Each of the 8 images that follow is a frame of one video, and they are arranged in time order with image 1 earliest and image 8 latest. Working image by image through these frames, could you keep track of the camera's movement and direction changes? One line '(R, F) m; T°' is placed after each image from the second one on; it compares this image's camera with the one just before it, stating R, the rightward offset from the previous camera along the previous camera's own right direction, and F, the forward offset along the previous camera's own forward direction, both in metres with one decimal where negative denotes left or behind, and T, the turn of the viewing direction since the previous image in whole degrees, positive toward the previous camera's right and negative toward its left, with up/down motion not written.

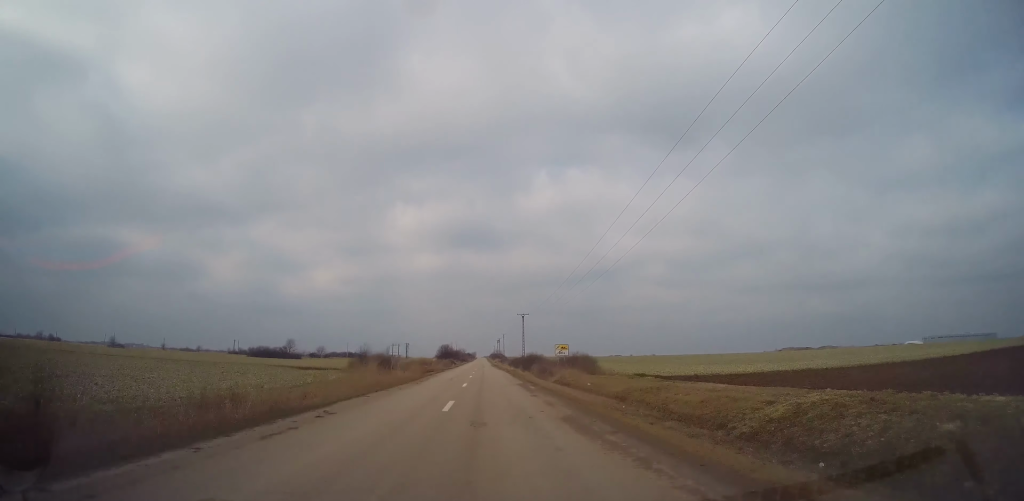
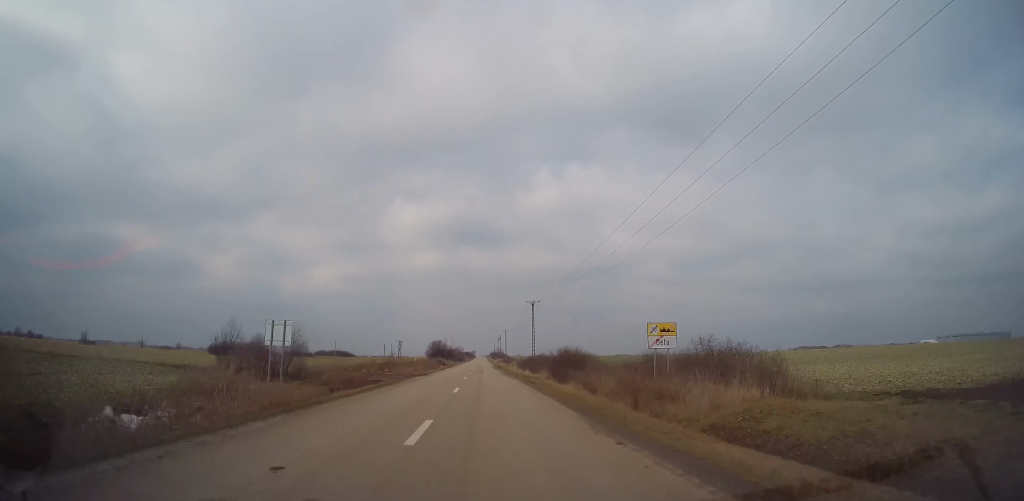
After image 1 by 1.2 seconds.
(-0.7, +28.6) m; -1°
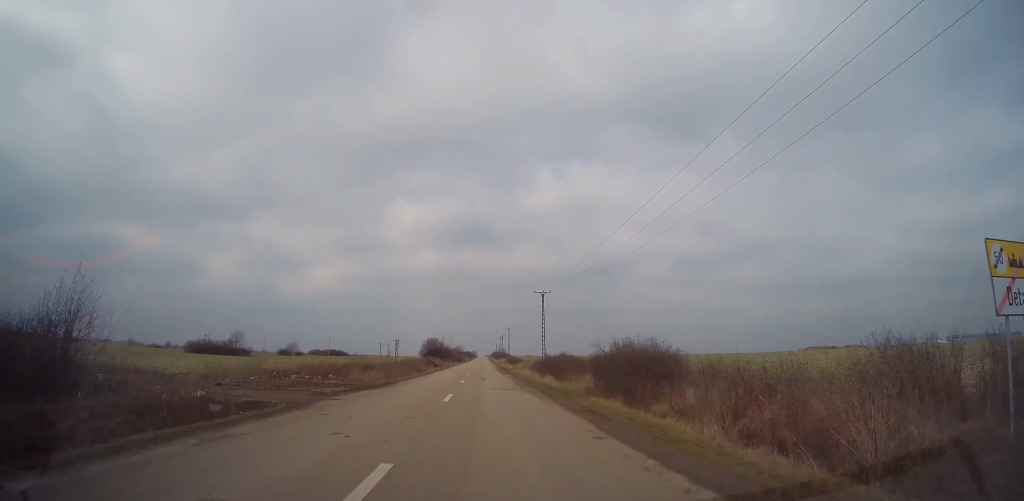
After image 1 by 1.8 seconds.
(-0.1, +16.0) m; 0°
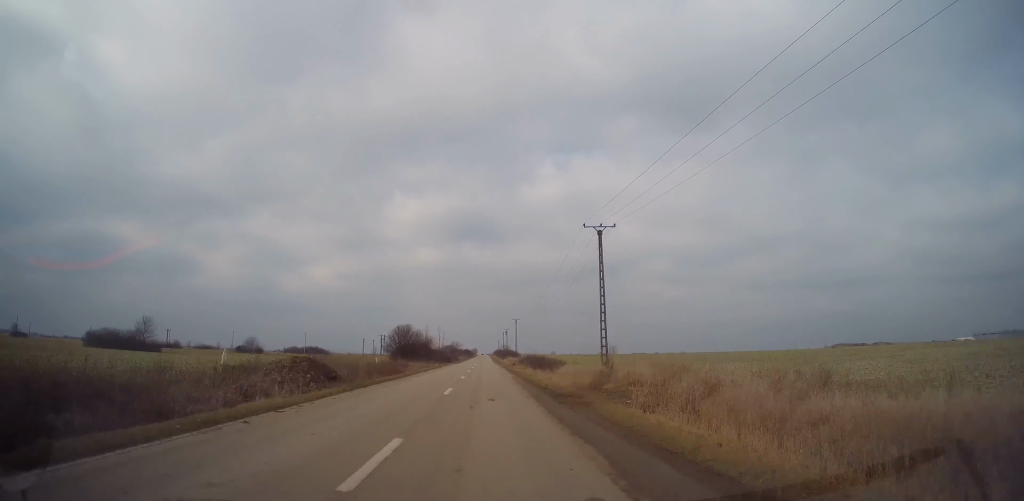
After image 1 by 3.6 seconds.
(+0.2, +45.7) m; 0°
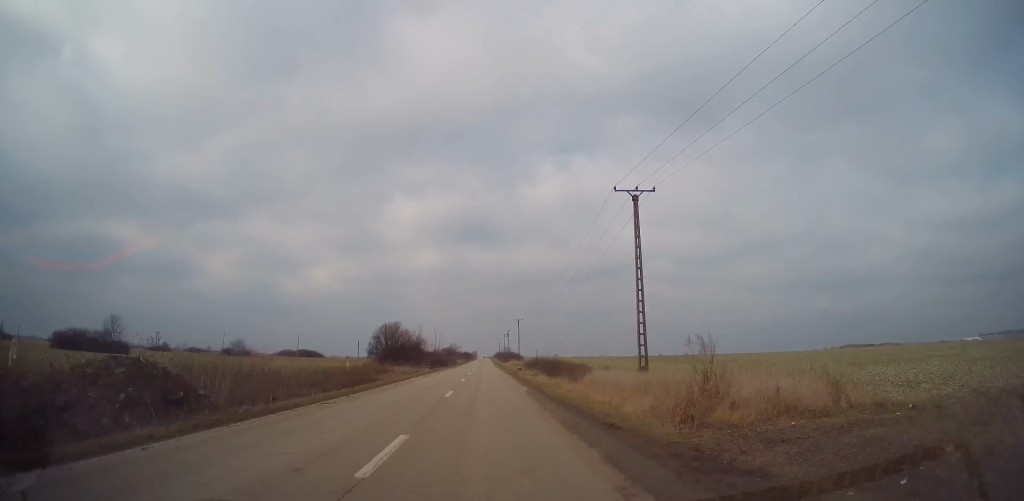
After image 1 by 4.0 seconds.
(-0.1, +10.4) m; 0°
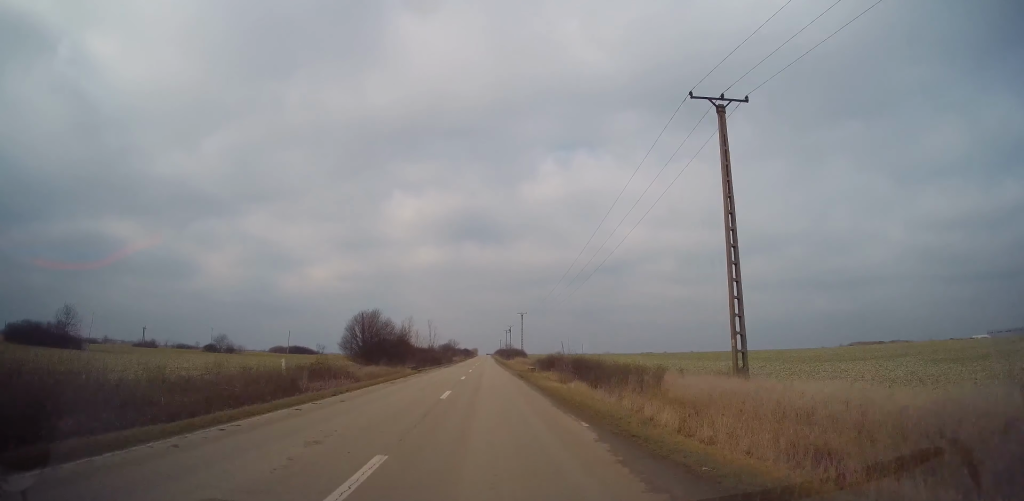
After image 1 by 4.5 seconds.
(+0.1, +13.5) m; 0°
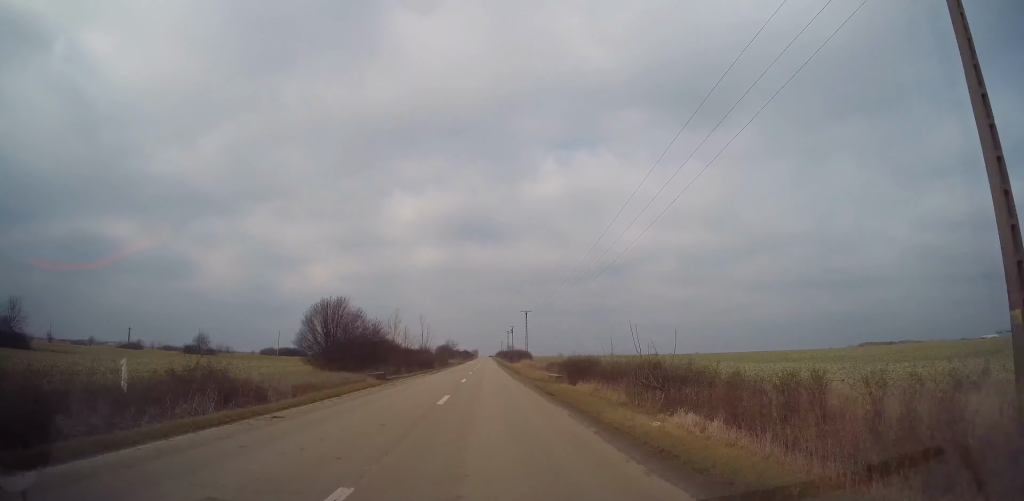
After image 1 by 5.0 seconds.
(+0.1, +13.5) m; 0°
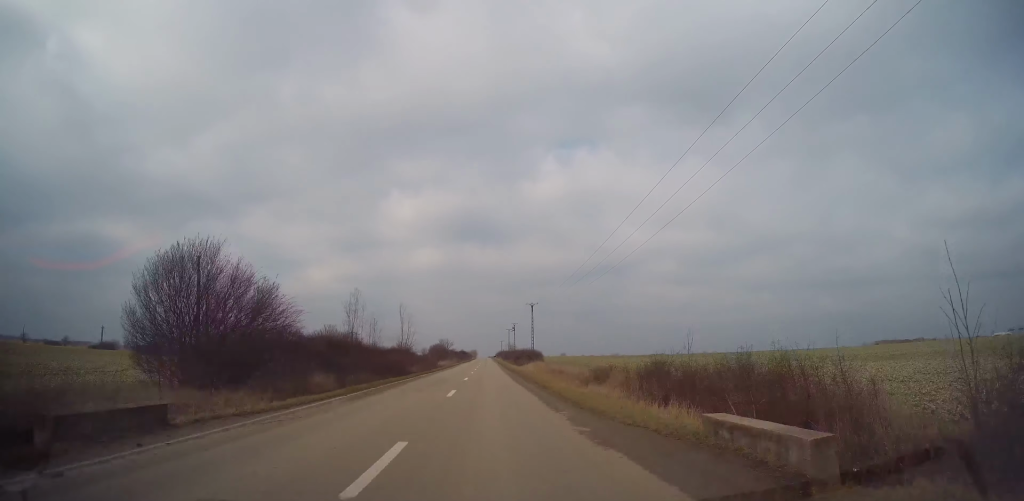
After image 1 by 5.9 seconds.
(-0.1, +21.0) m; 0°
